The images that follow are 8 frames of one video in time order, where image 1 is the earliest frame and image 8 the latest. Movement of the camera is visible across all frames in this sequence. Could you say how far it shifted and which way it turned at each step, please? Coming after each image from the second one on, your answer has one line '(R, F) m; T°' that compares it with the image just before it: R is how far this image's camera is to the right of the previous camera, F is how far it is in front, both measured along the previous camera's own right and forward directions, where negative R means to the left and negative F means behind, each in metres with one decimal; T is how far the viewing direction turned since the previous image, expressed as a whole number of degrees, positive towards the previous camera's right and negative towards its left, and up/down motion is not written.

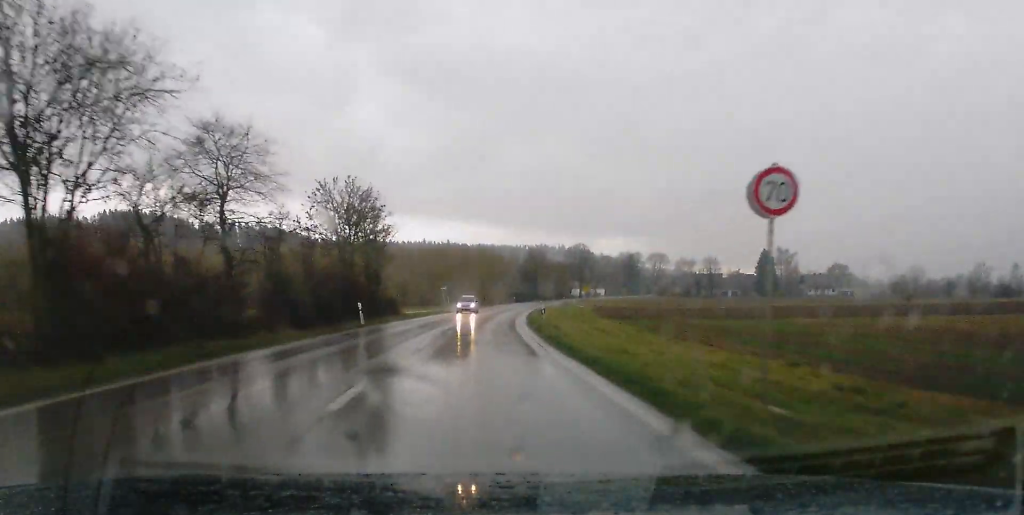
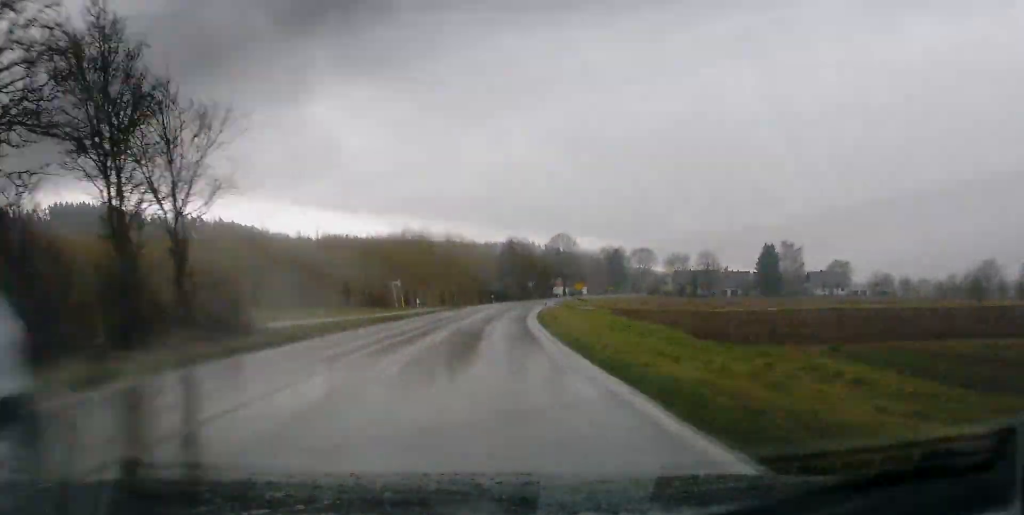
(+0.4, +32.5) m; +3°
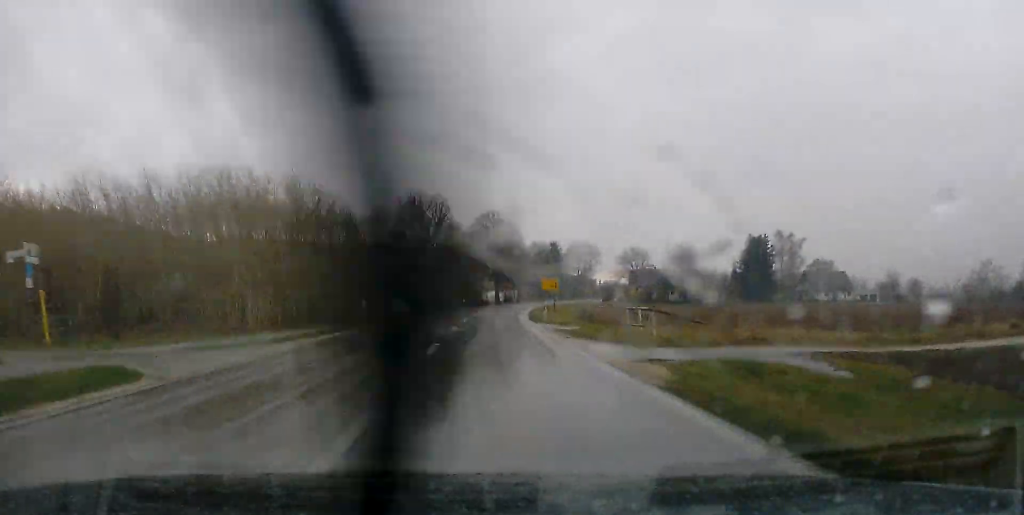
(+3.8, +61.9) m; +6°
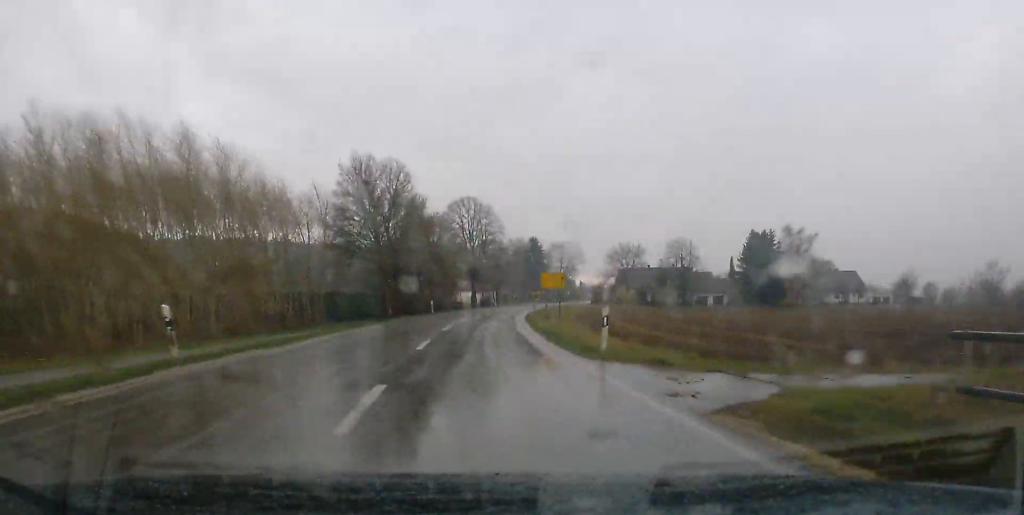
(+0.3, +21.4) m; +2°
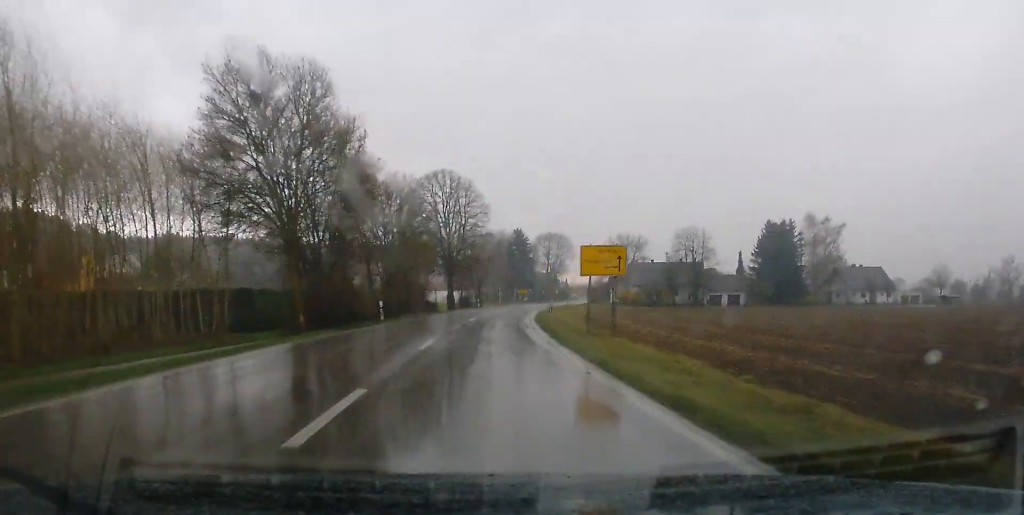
(+0.3, +24.6) m; +2°
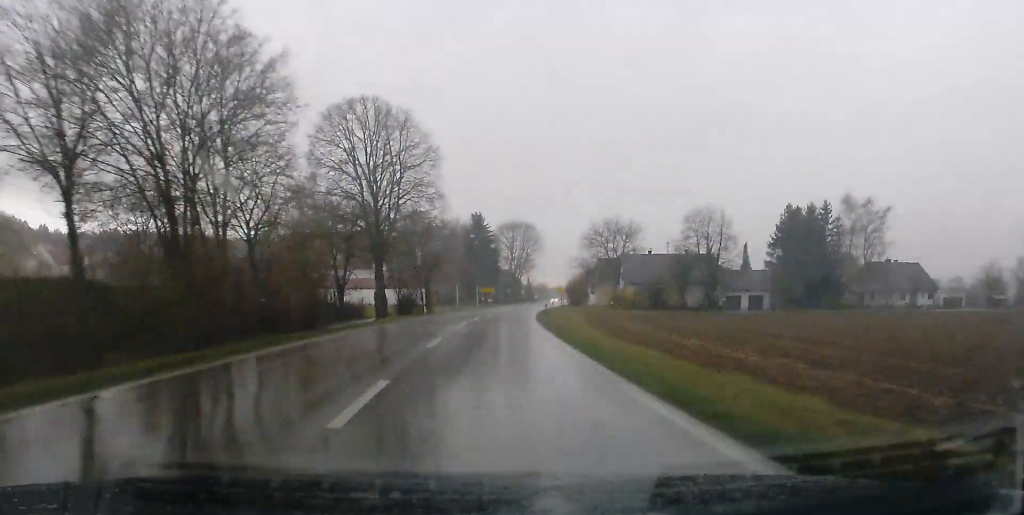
(+0.8, +35.1) m; +2°
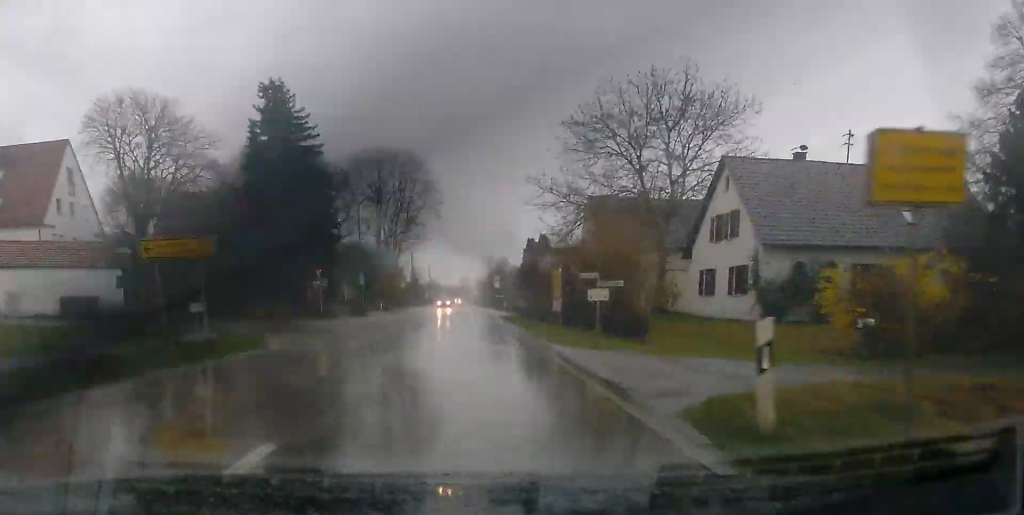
(+5.5, +90.9) m; +7°
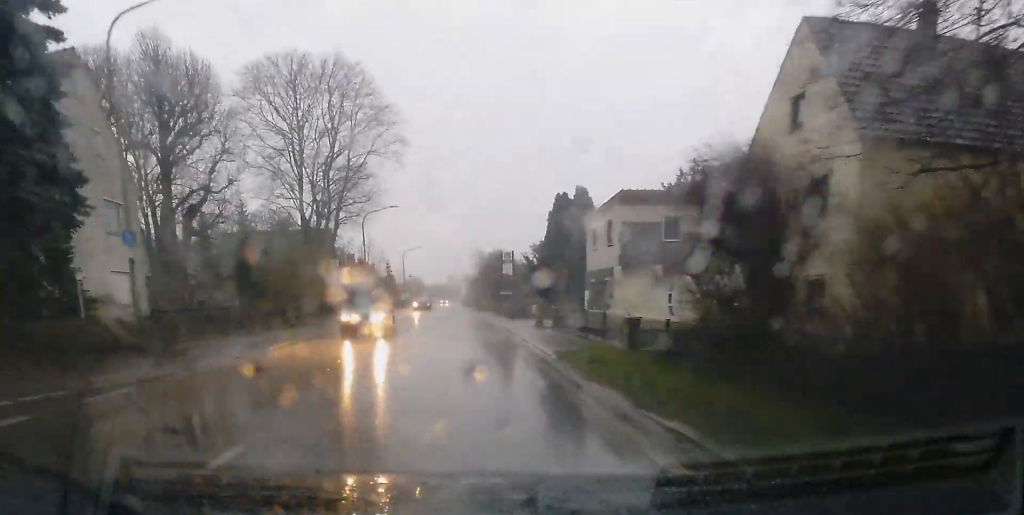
(+0.6, +39.0) m; +1°
